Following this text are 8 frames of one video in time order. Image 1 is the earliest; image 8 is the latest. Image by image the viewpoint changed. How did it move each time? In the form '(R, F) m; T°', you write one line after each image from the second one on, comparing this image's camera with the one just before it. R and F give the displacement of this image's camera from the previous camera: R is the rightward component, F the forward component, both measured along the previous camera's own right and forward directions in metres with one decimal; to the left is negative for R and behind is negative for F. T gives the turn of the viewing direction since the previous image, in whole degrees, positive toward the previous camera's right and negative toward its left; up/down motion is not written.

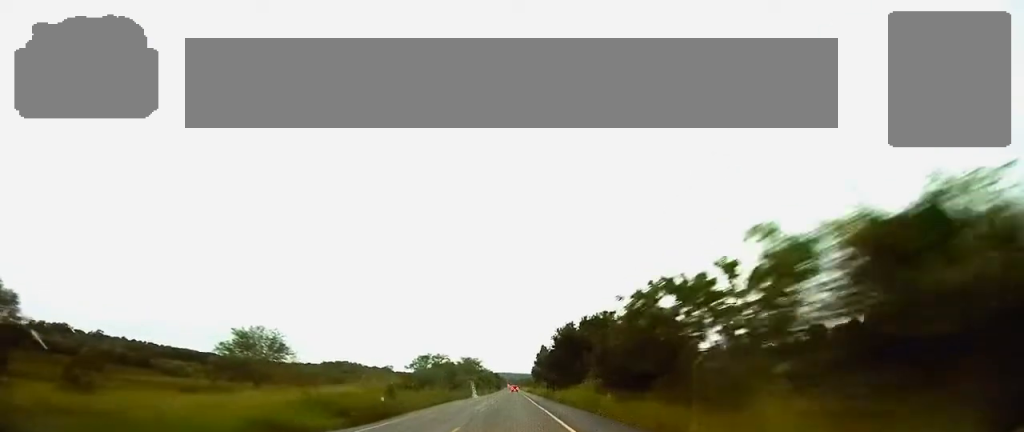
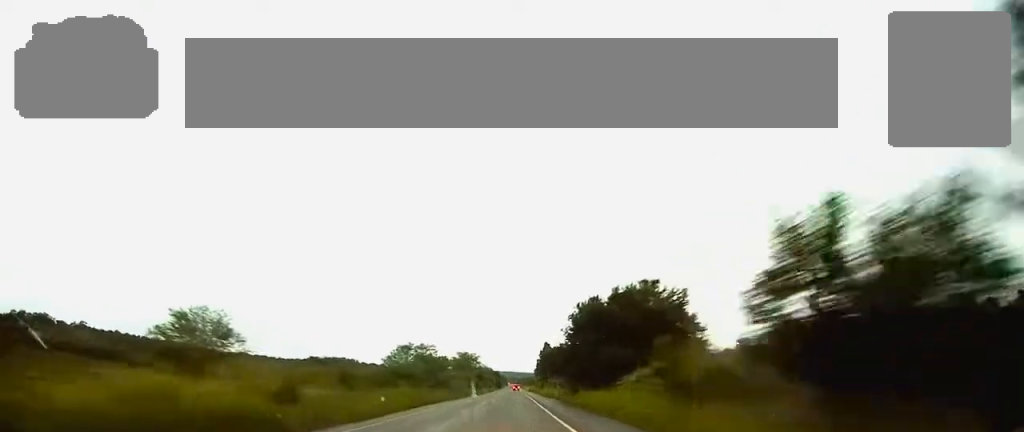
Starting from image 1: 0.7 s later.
(+0.1, +21.1) m; 0°
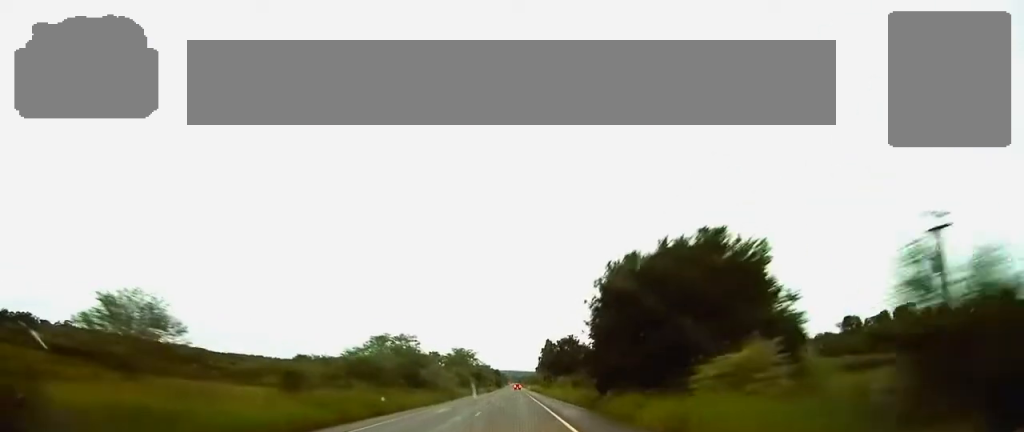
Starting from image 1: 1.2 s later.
(-0.1, +17.0) m; 0°
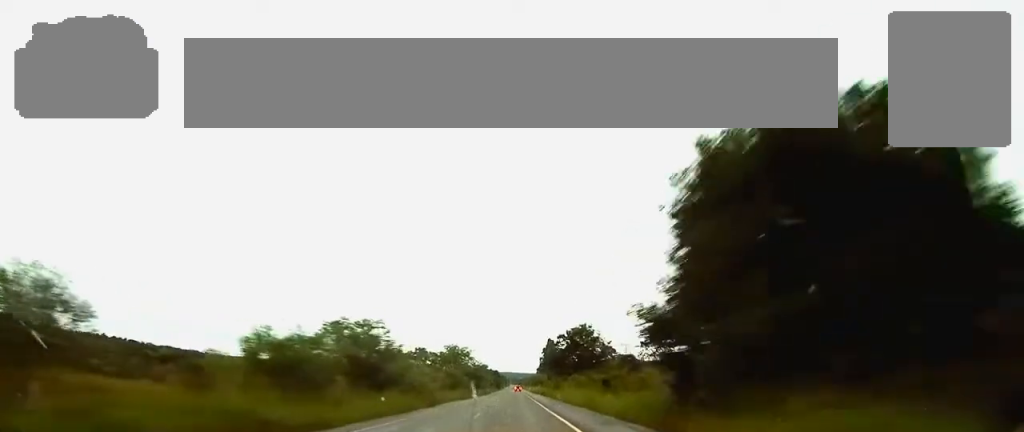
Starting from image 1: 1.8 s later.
(-0.1, +18.0) m; 0°
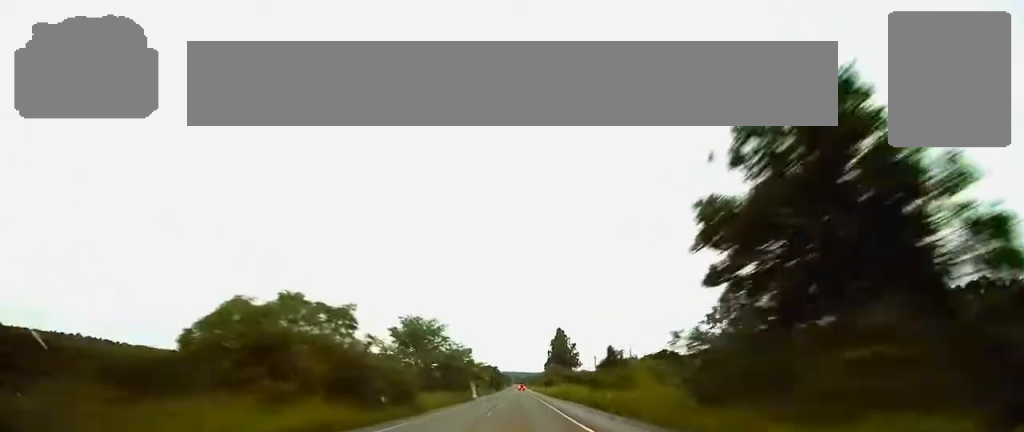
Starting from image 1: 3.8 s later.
(-0.3, +63.8) m; -1°
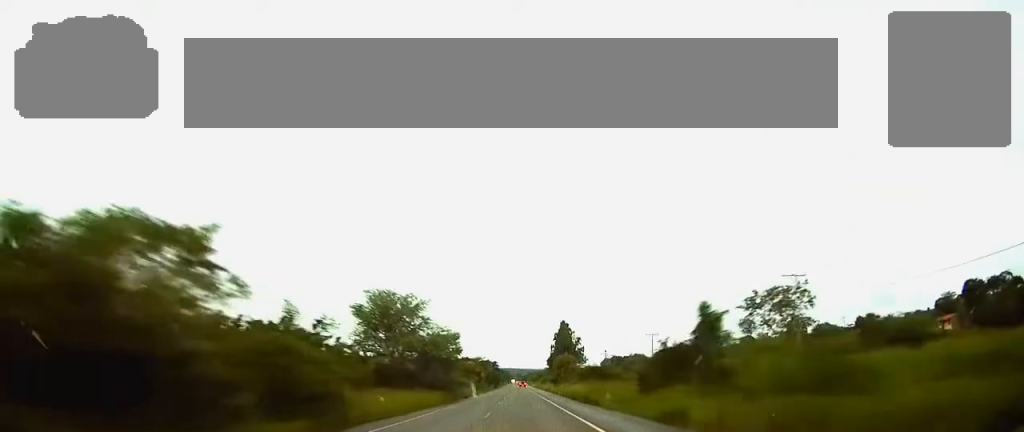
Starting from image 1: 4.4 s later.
(0.0, +21.4) m; 0°
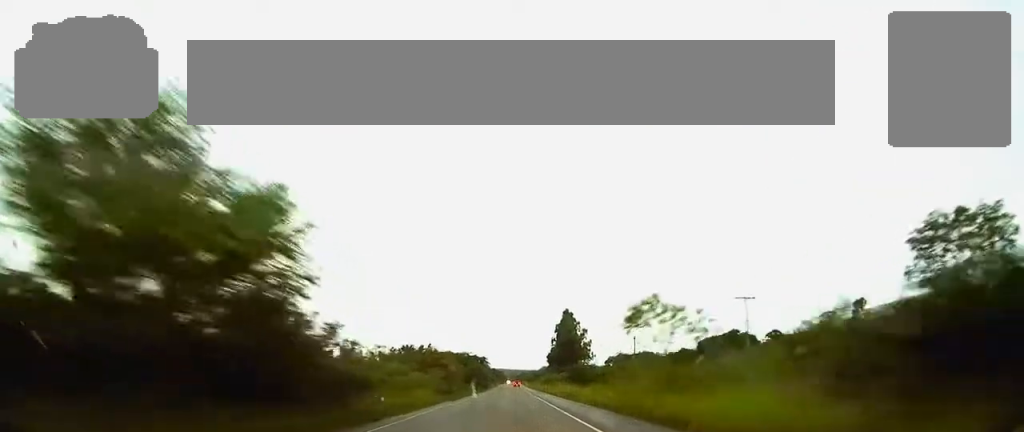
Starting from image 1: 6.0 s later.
(+0.3, +51.5) m; +1°
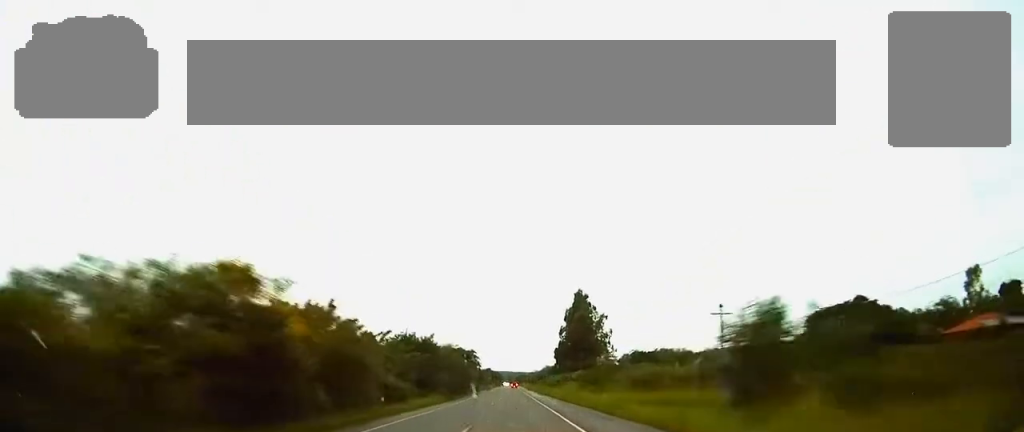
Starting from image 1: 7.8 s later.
(+0.1, +55.6) m; 0°
